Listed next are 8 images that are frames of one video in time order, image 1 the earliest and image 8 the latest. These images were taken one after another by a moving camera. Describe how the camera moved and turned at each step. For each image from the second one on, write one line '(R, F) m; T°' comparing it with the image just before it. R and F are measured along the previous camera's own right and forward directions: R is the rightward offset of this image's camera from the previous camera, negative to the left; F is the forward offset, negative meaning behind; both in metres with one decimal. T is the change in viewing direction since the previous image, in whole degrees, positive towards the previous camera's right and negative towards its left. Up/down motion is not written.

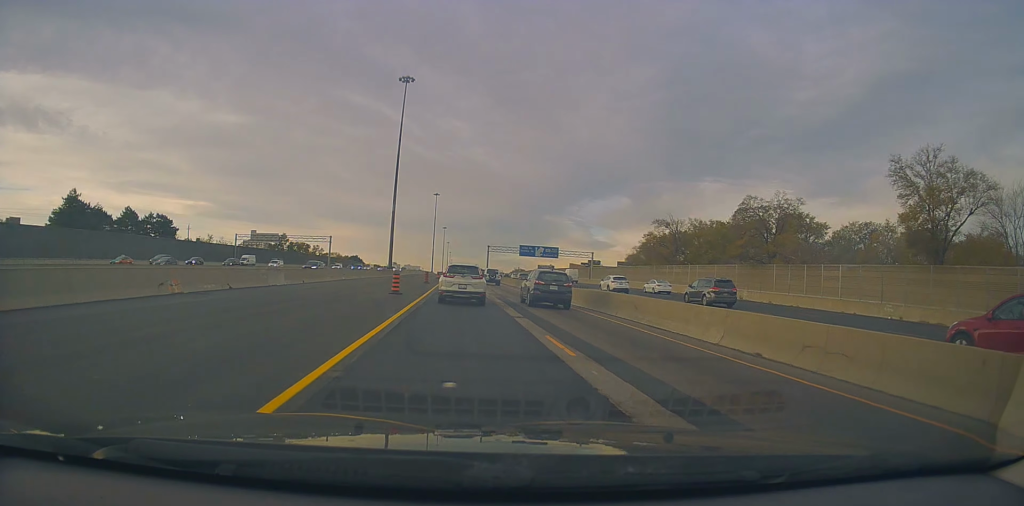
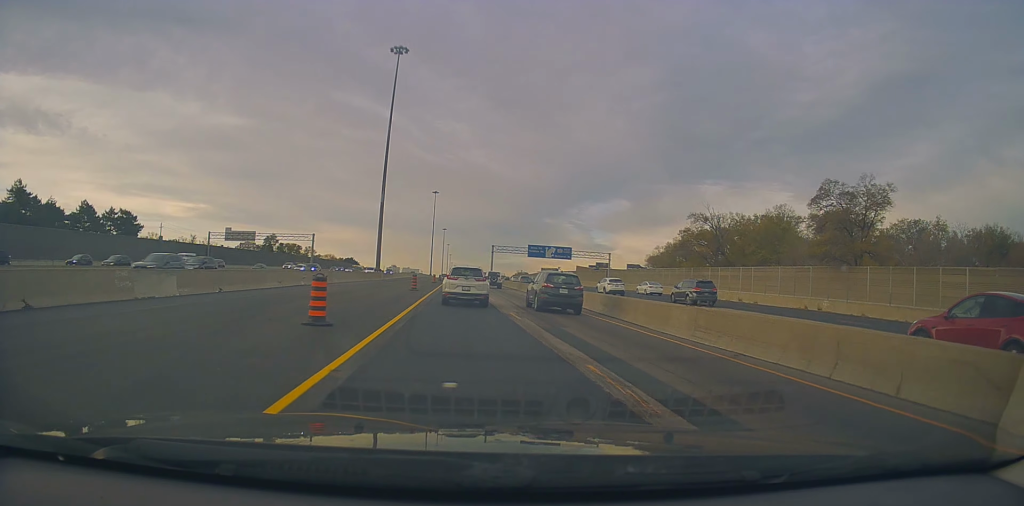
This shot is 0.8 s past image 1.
(0.0, +16.1) m; +1°
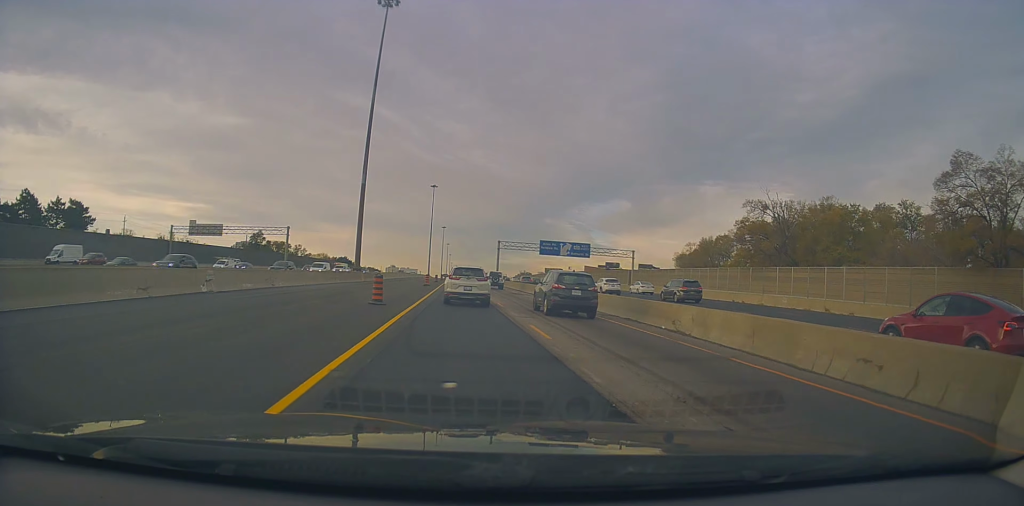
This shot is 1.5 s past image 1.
(+0.4, +17.2) m; 0°
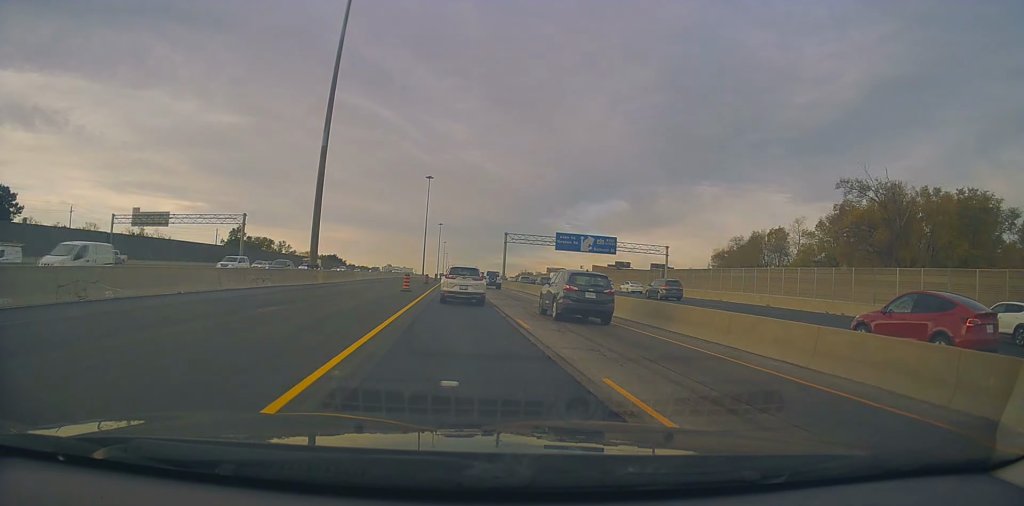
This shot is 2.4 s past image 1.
(-0.2, +19.5) m; -1°
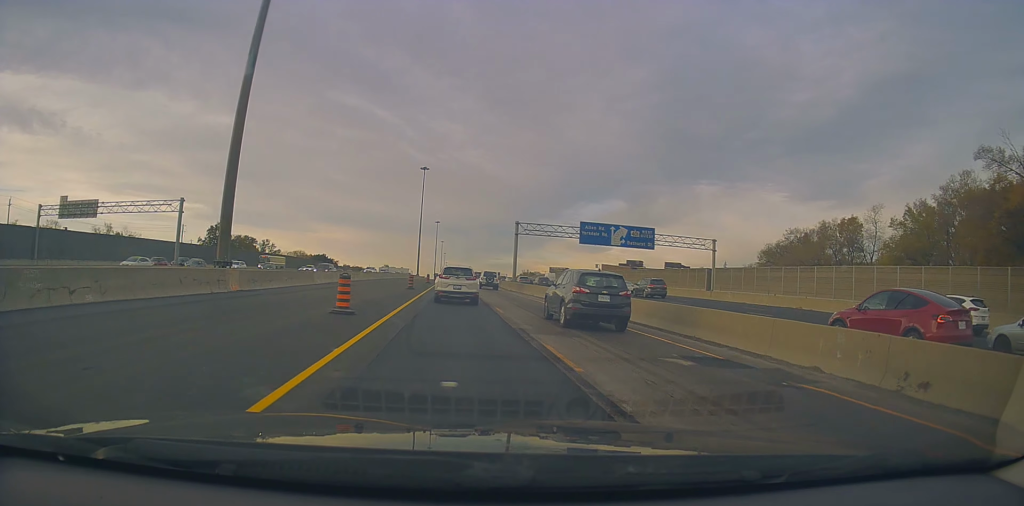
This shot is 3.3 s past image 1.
(-0.2, +18.0) m; 0°
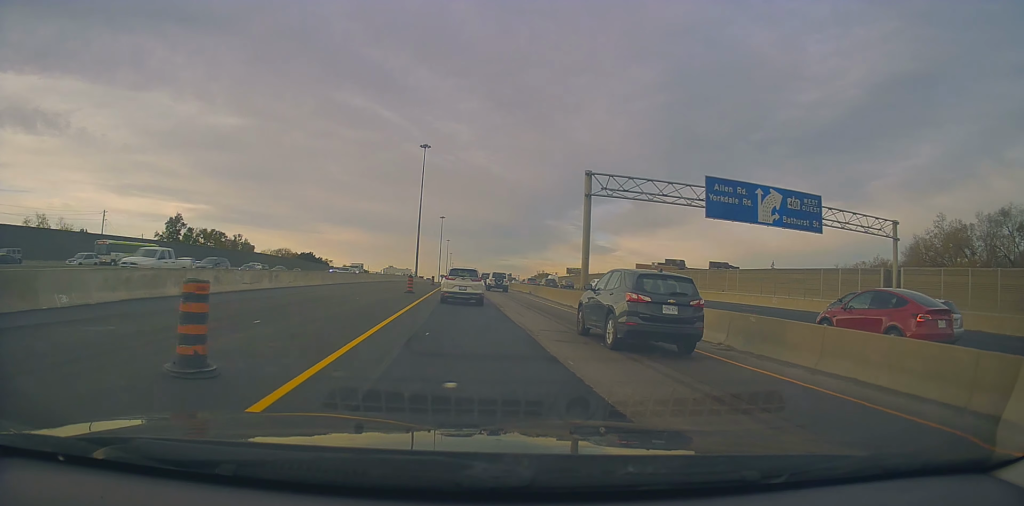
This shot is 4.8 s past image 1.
(+0.4, +34.1) m; 0°
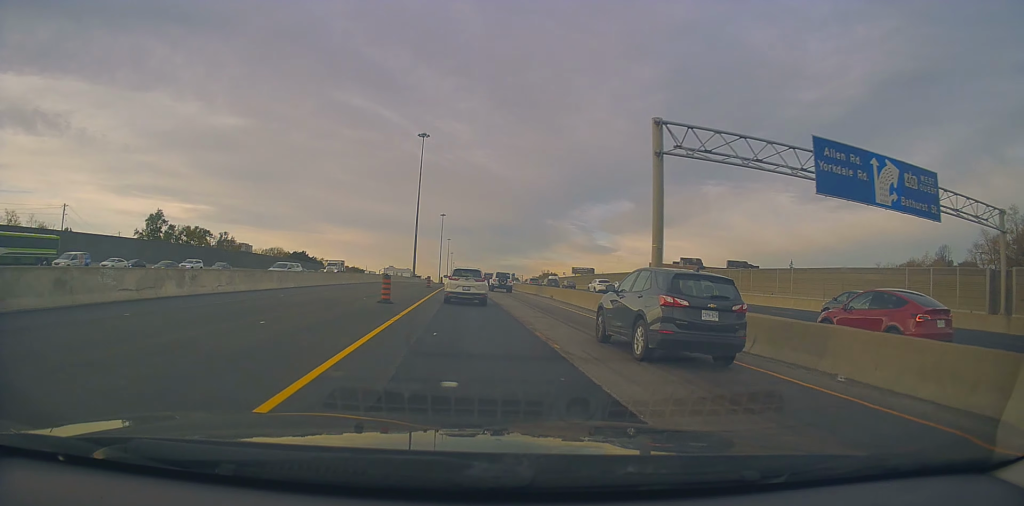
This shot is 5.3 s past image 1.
(-0.3, +11.6) m; 0°
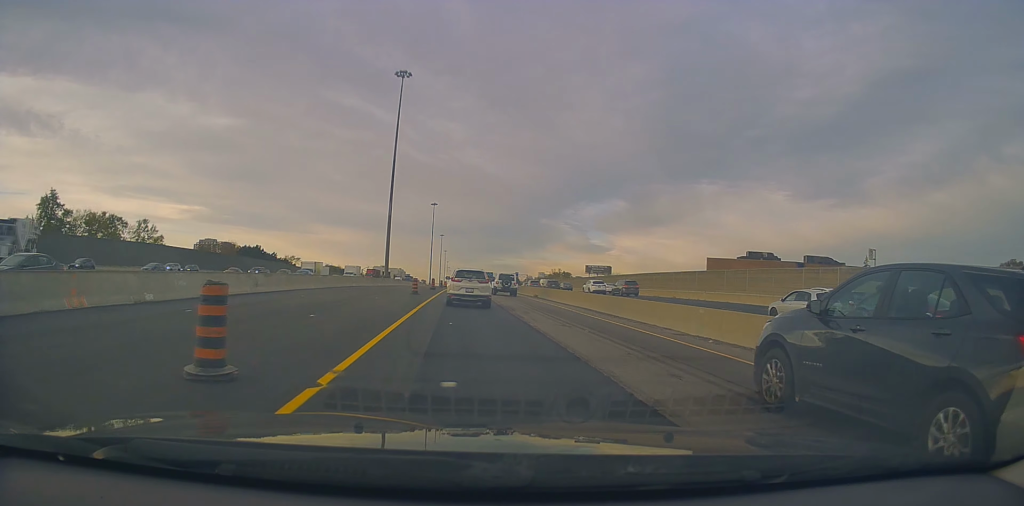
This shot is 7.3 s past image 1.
(+0.5, +44.5) m; +1°
